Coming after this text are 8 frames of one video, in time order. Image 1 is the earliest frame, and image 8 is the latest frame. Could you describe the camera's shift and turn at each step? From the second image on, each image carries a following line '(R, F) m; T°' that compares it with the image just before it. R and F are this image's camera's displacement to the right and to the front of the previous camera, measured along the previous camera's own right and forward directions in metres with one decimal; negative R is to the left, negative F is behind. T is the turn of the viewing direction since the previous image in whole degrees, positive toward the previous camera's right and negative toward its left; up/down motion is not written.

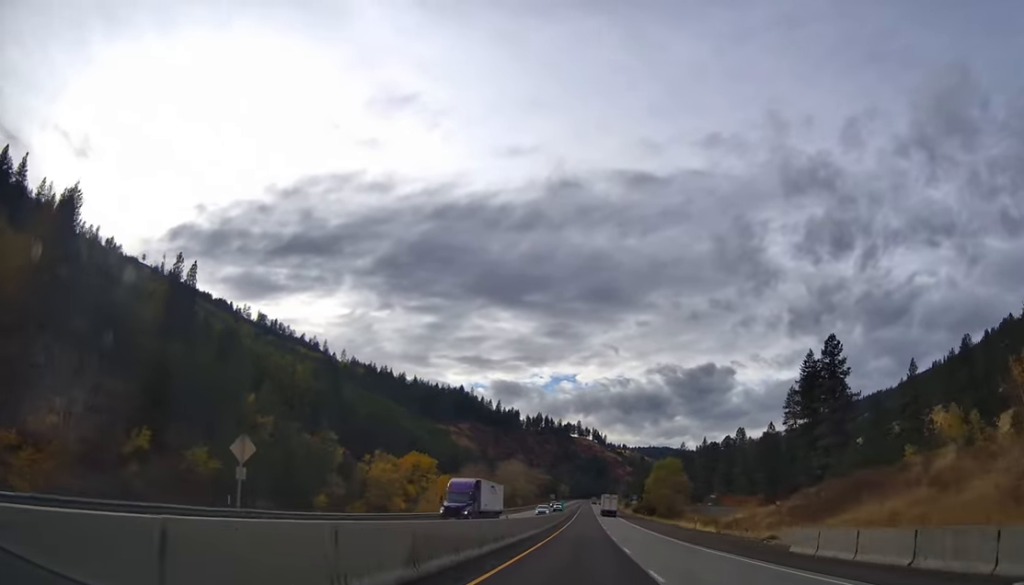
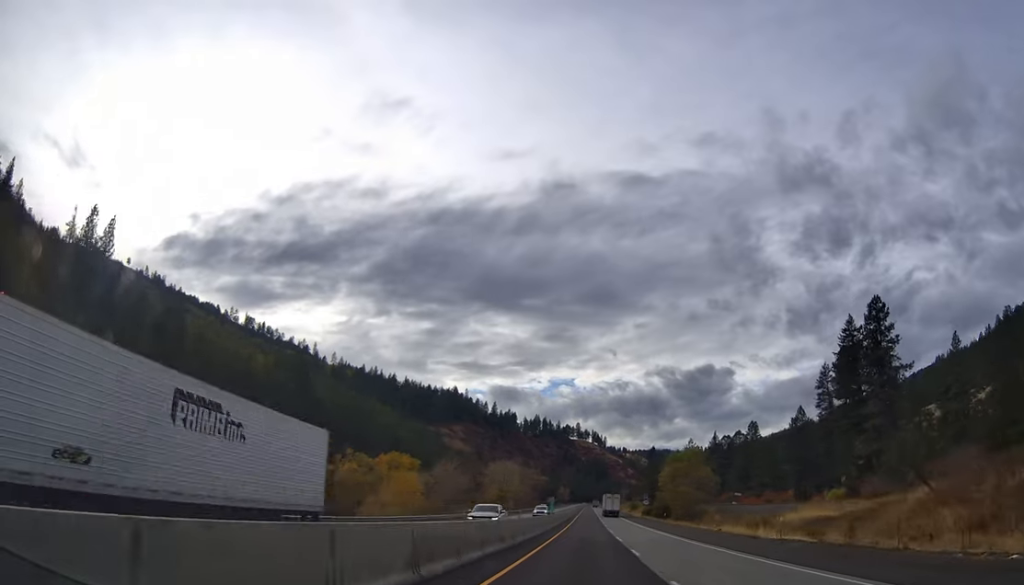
(-1.8, +26.3) m; -2°
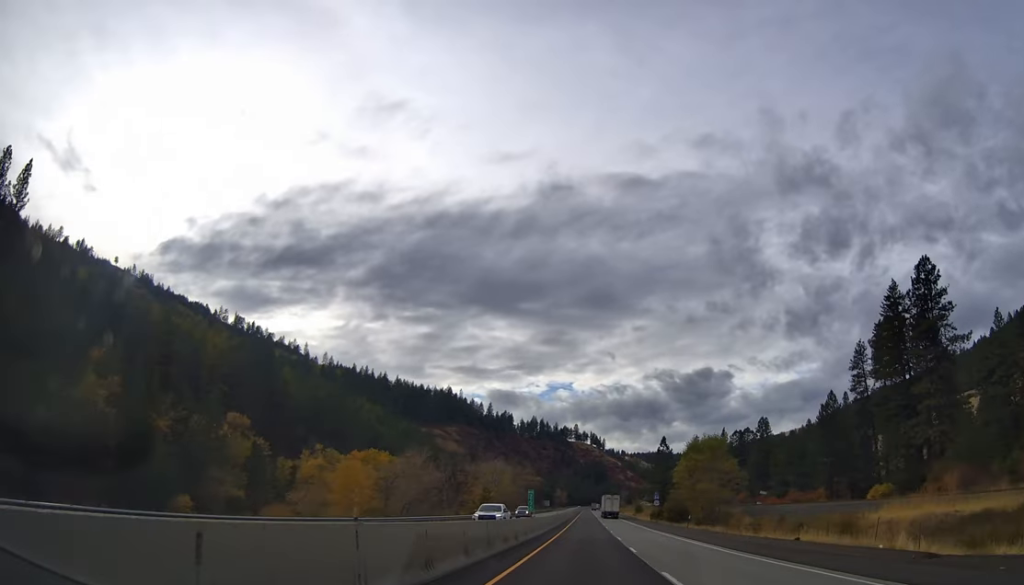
(+0.7, +21.8) m; +1°
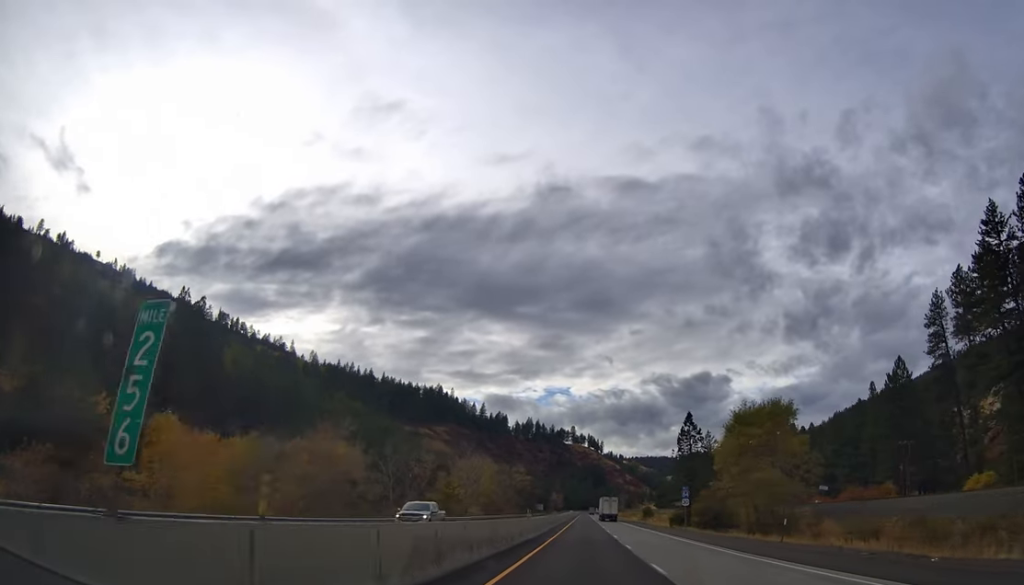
(-0.1, +33.3) m; 0°
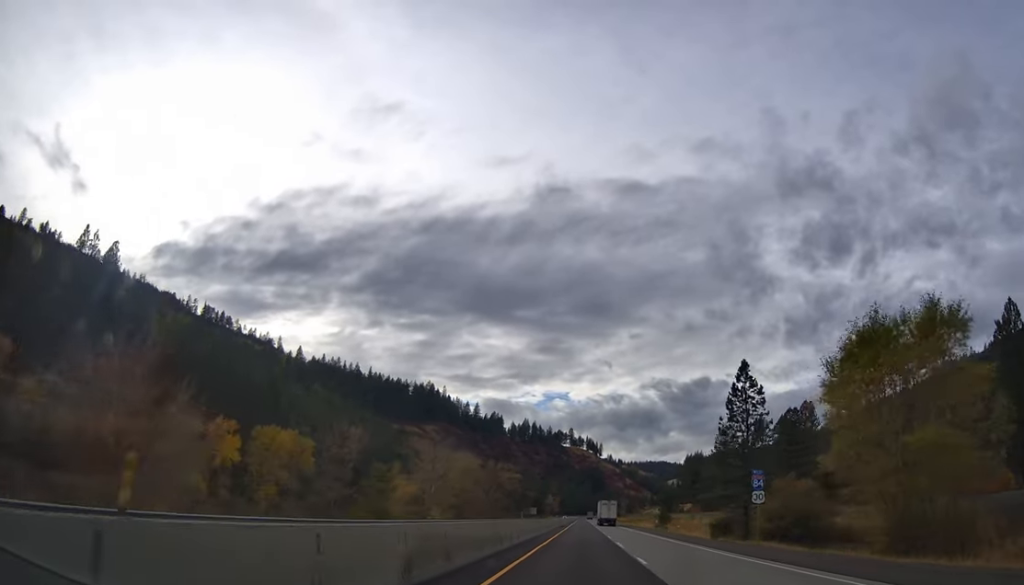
(+0.2, +32.8) m; +1°
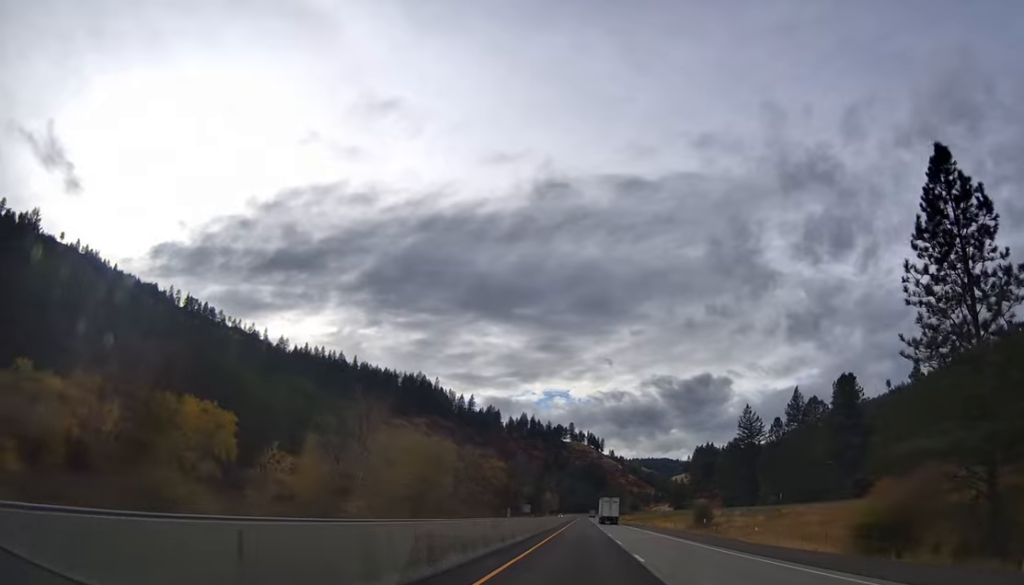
(+0.2, +36.4) m; 0°
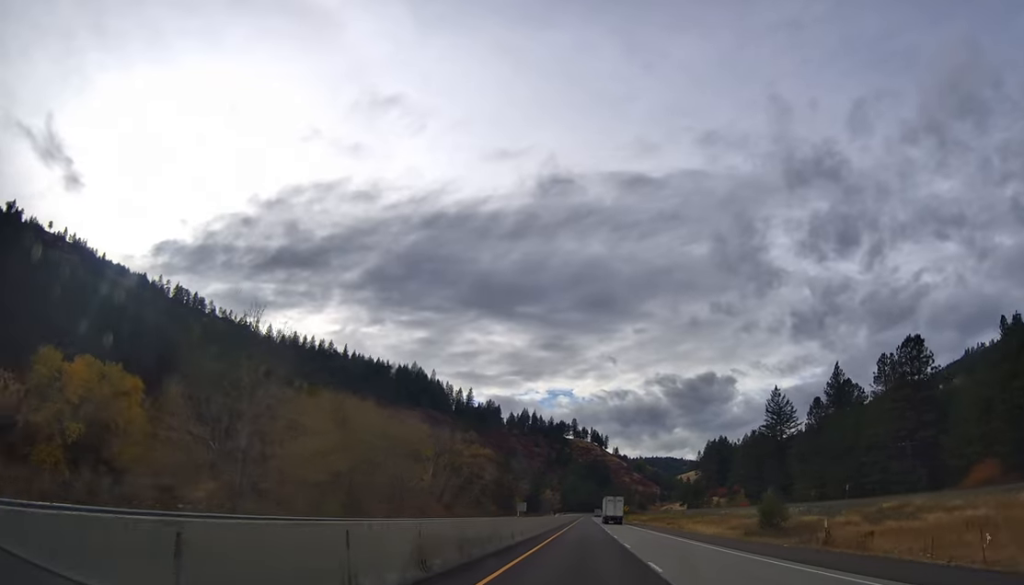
(0.0, +28.4) m; 0°
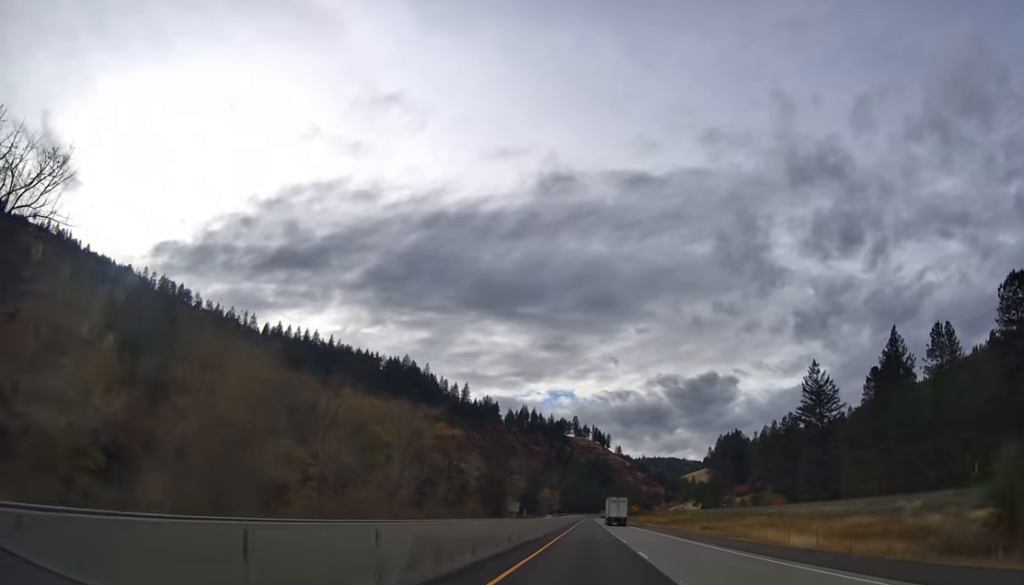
(0.0, +30.5) m; 0°
